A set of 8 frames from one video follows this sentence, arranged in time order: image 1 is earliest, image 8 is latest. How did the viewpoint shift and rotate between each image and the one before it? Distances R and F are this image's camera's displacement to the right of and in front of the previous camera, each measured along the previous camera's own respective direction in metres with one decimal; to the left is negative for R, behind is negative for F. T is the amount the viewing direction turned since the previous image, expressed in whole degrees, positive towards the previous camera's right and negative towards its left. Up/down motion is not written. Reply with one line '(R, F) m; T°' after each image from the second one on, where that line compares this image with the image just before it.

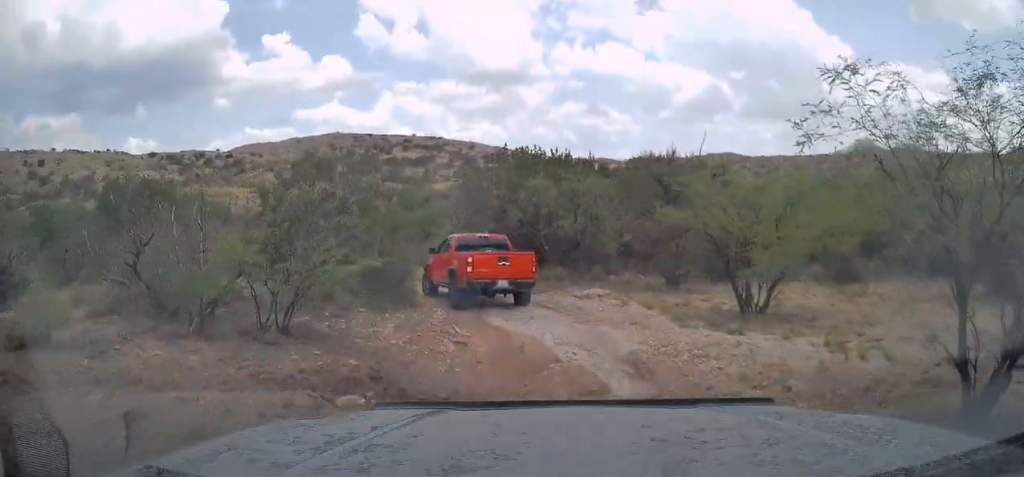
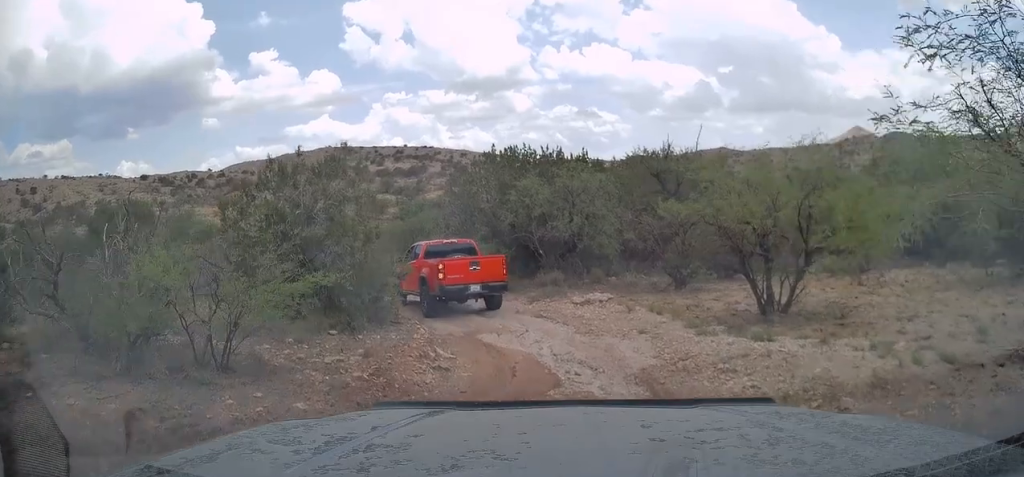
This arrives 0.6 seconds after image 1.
(-0.2, +1.4) m; -5°
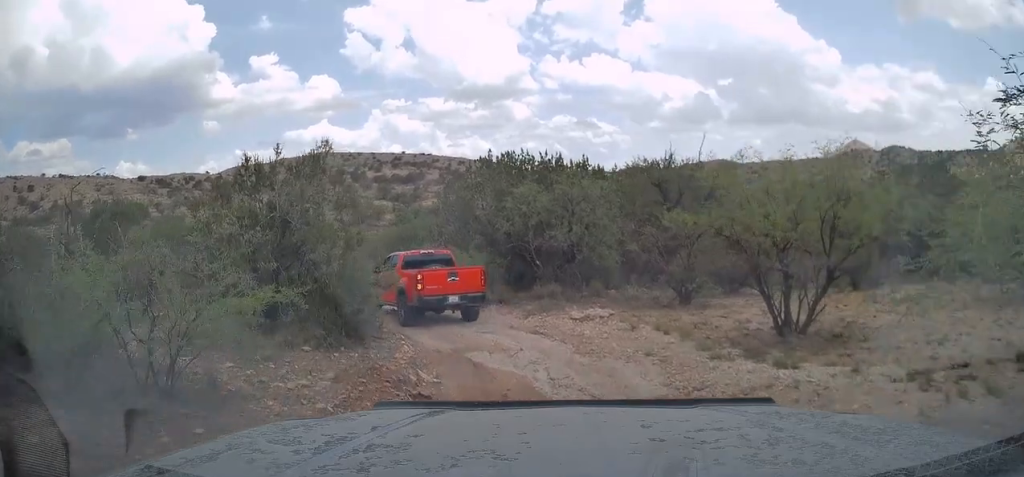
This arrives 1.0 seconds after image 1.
(0.0, +1.0) m; +2°
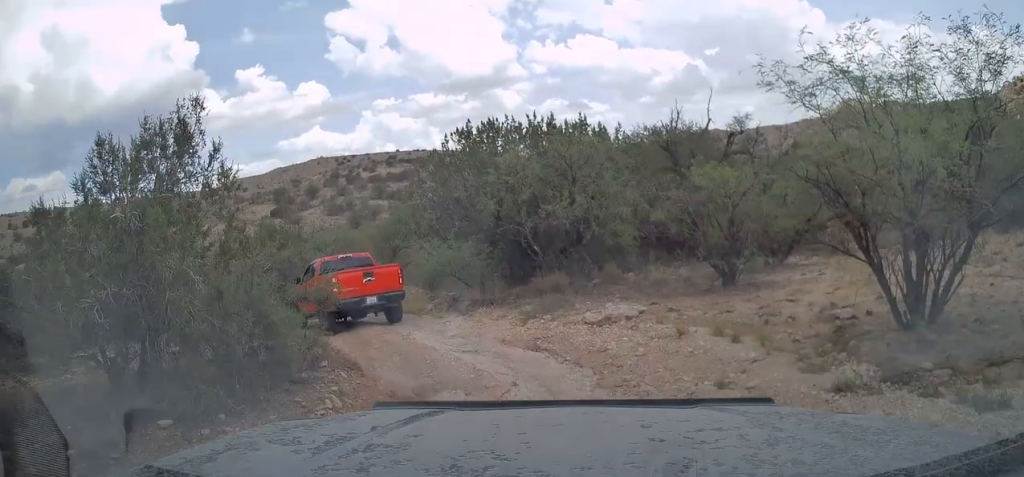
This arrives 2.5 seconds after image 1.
(+0.5, +3.7) m; +11°
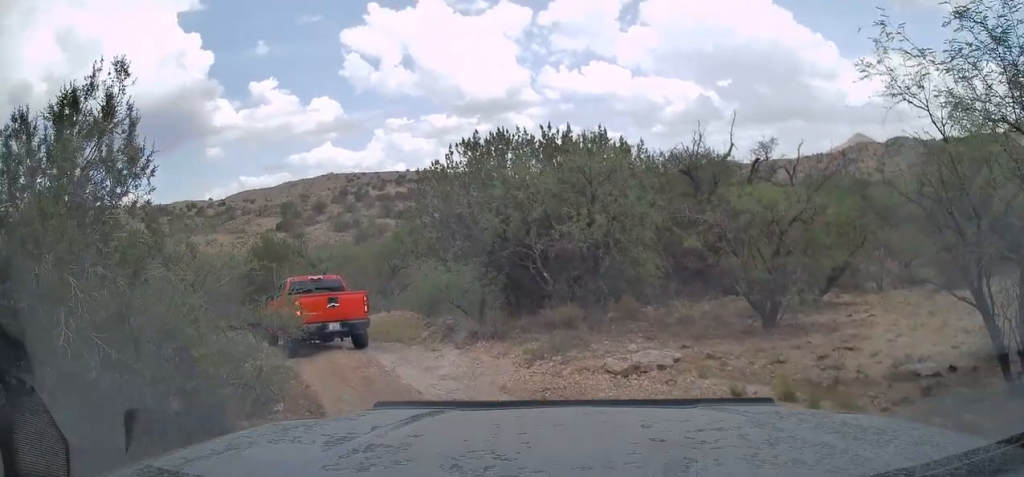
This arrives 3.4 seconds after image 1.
(-0.1, +1.9) m; -6°
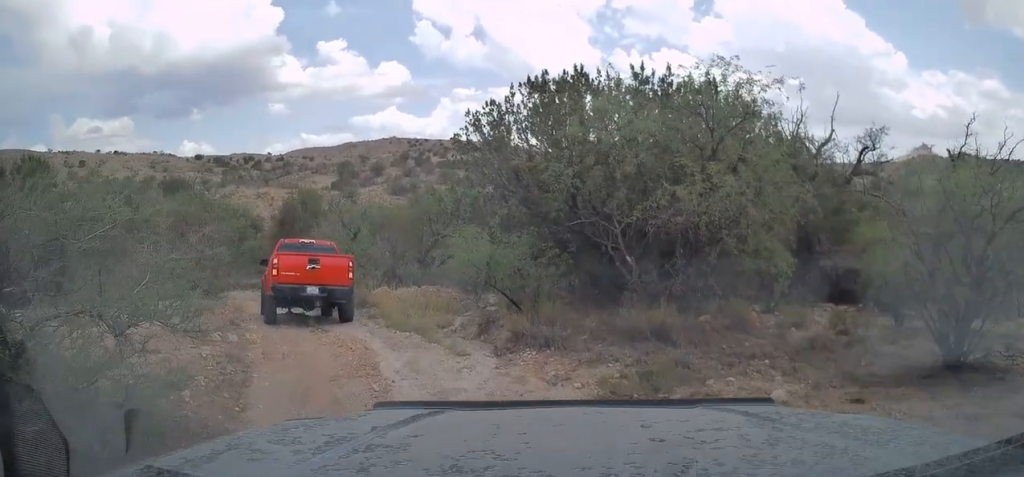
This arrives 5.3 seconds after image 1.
(-0.3, +2.9) m; -1°
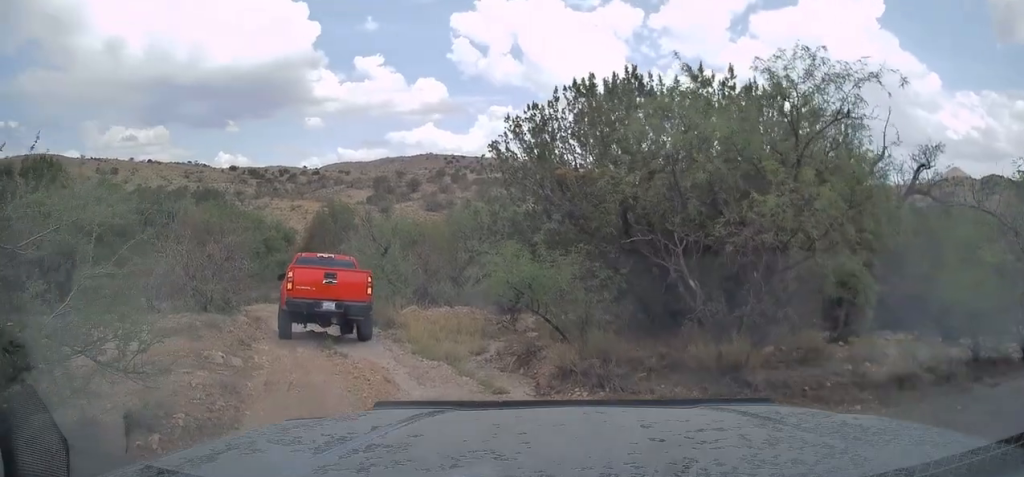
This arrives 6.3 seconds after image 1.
(+0.2, +1.9) m; 0°
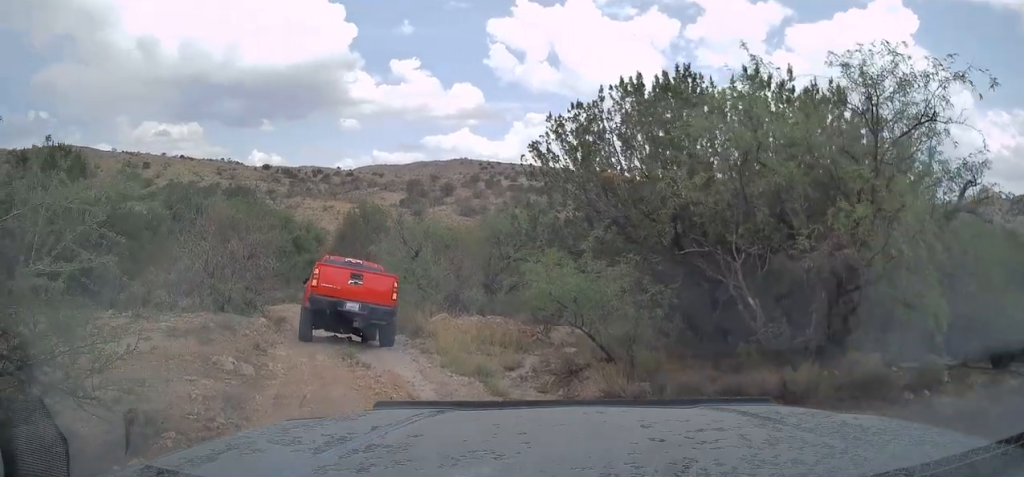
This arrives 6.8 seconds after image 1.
(+0.1, +1.5) m; -5°
